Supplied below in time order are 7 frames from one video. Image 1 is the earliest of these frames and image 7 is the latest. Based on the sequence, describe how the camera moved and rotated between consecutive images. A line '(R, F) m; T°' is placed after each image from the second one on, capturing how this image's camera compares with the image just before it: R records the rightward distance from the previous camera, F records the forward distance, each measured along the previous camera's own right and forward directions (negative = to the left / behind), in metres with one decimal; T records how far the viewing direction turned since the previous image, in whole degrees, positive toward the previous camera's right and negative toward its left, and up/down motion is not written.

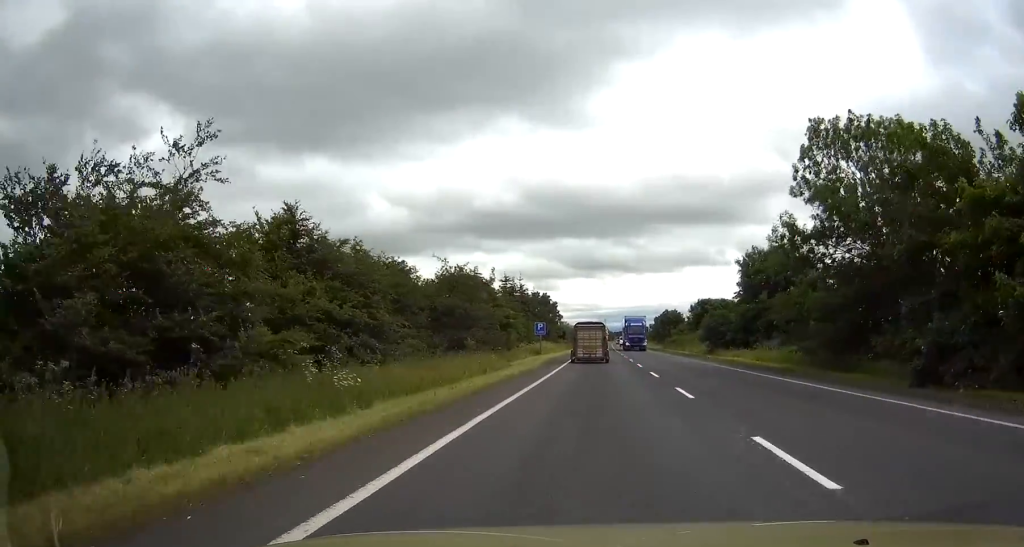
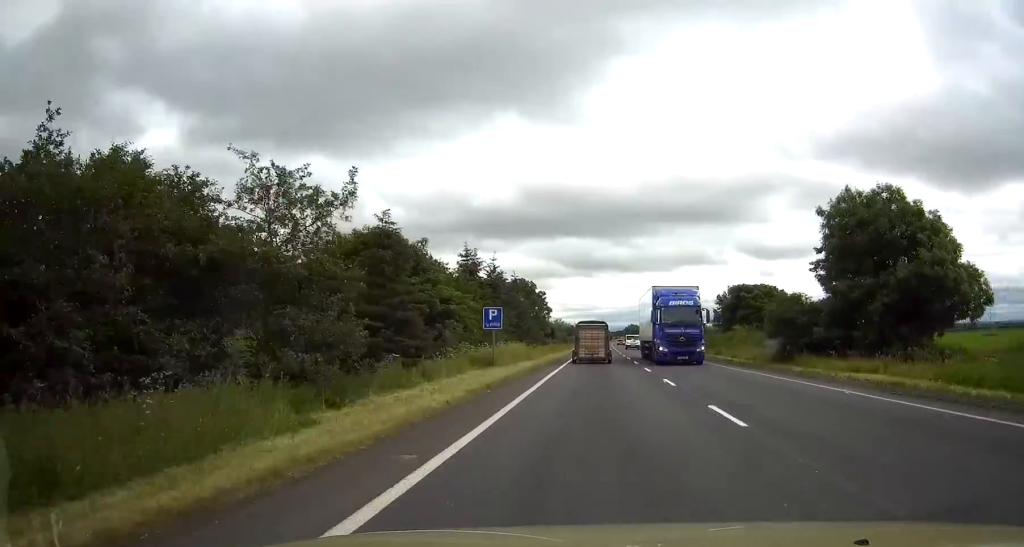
(+0.1, +23.9) m; 0°
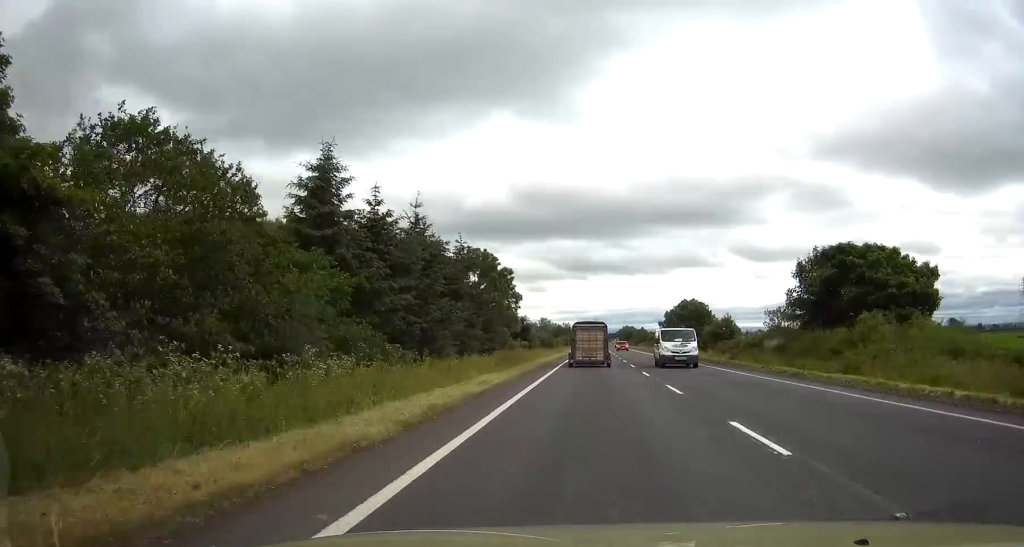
(0.0, +31.3) m; 0°
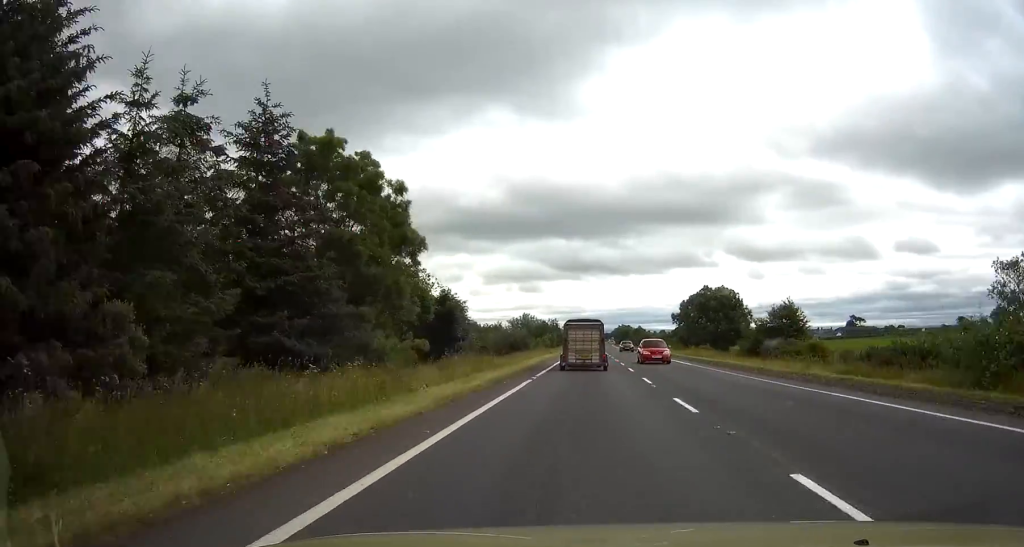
(+0.1, +33.2) m; 0°
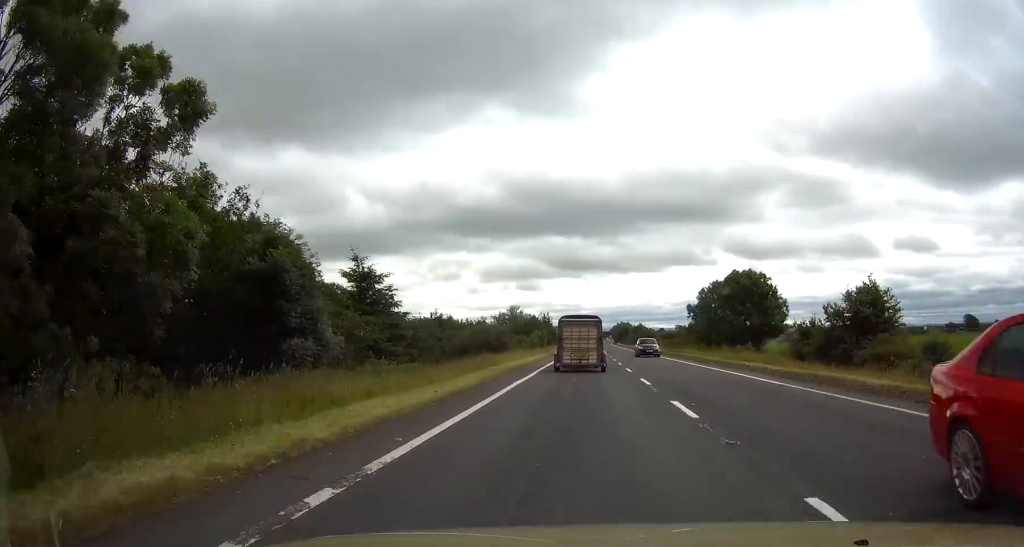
(0.0, +19.8) m; 0°
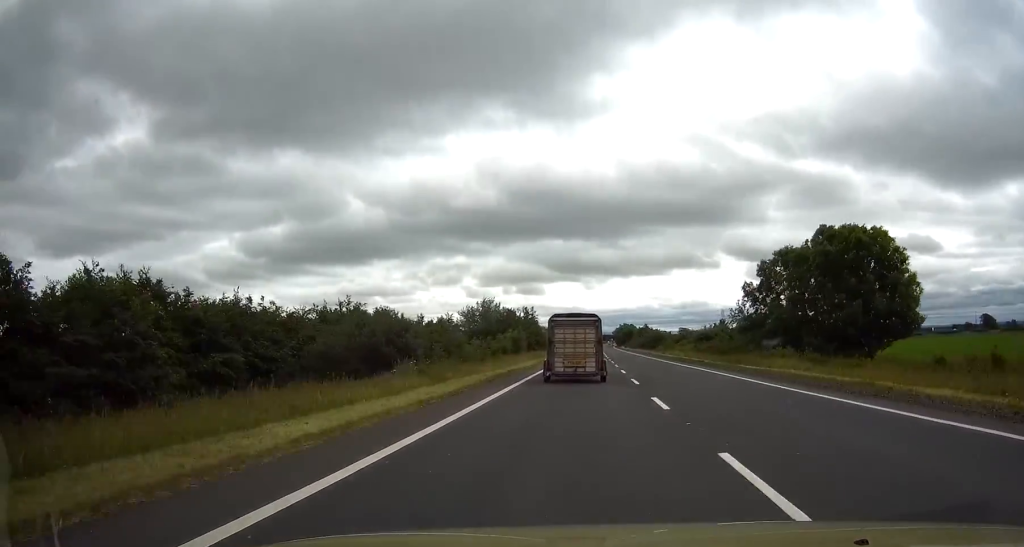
(0.0, +33.2) m; 0°
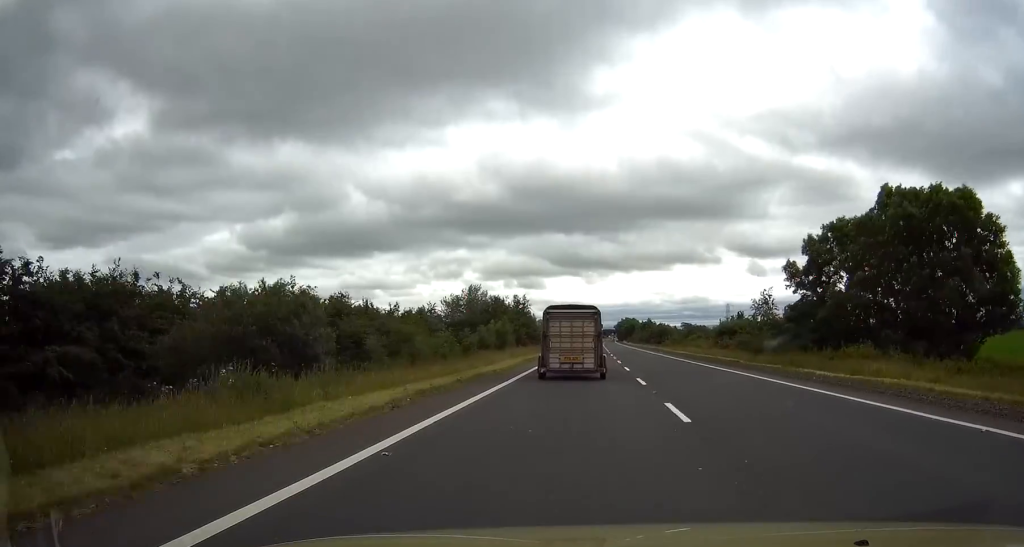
(0.0, +11.4) m; 0°
